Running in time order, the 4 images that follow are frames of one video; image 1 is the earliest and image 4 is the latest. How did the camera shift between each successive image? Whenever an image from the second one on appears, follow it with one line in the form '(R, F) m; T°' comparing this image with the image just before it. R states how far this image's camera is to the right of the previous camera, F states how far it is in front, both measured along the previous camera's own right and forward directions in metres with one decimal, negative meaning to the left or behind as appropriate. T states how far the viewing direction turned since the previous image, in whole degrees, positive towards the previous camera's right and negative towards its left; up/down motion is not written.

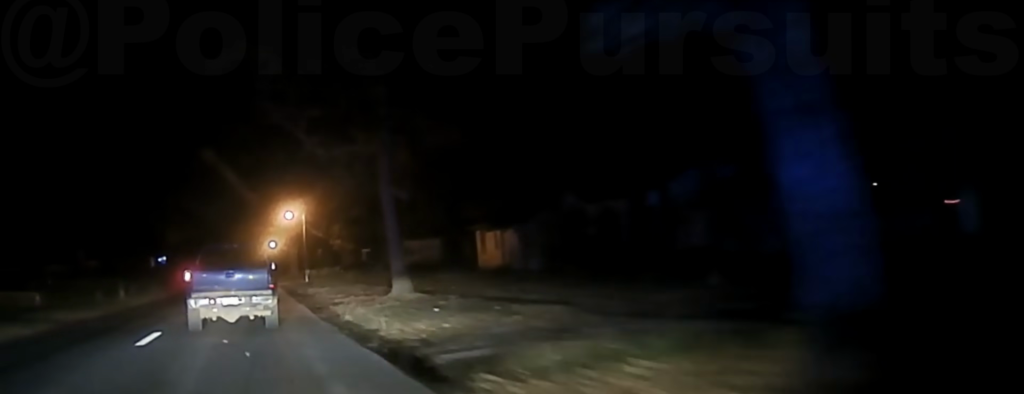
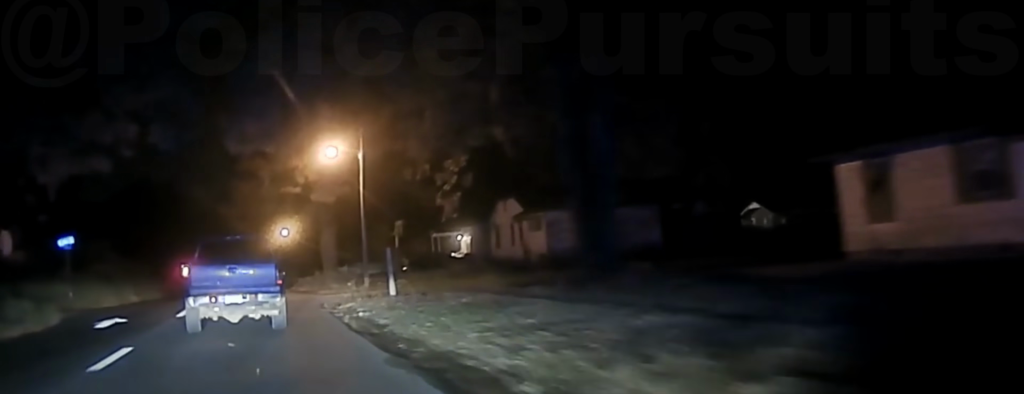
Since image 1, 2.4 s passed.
(0.0, +42.2) m; 0°
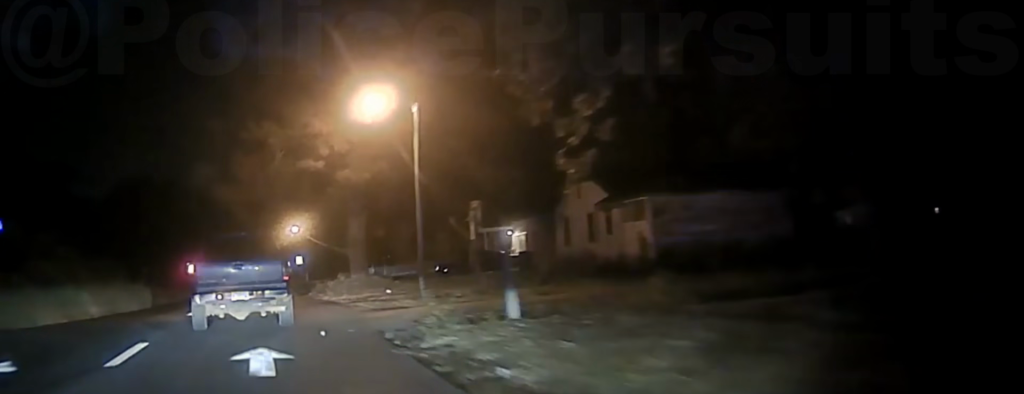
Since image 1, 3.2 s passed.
(0.0, +12.5) m; 0°
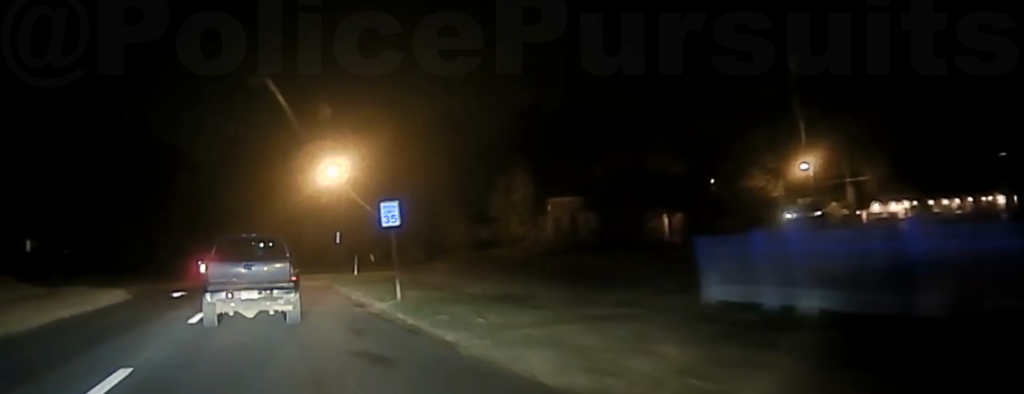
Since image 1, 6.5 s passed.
(-0.5, +49.4) m; -2°
